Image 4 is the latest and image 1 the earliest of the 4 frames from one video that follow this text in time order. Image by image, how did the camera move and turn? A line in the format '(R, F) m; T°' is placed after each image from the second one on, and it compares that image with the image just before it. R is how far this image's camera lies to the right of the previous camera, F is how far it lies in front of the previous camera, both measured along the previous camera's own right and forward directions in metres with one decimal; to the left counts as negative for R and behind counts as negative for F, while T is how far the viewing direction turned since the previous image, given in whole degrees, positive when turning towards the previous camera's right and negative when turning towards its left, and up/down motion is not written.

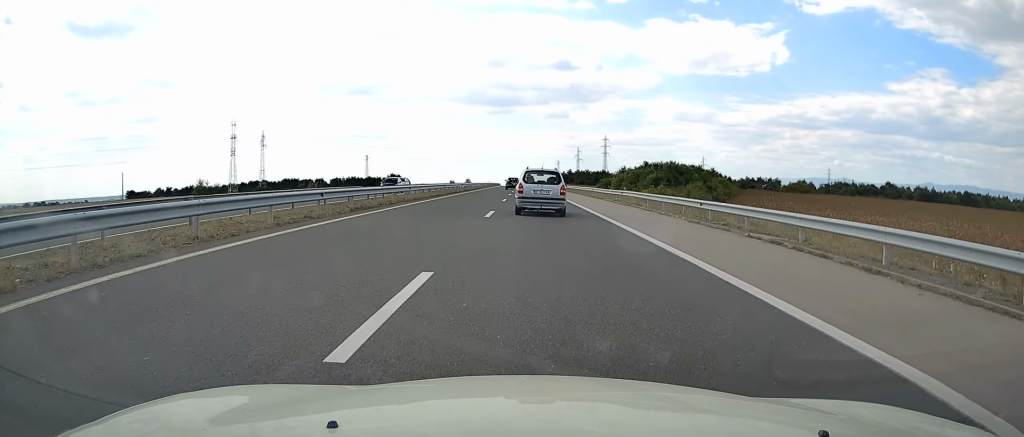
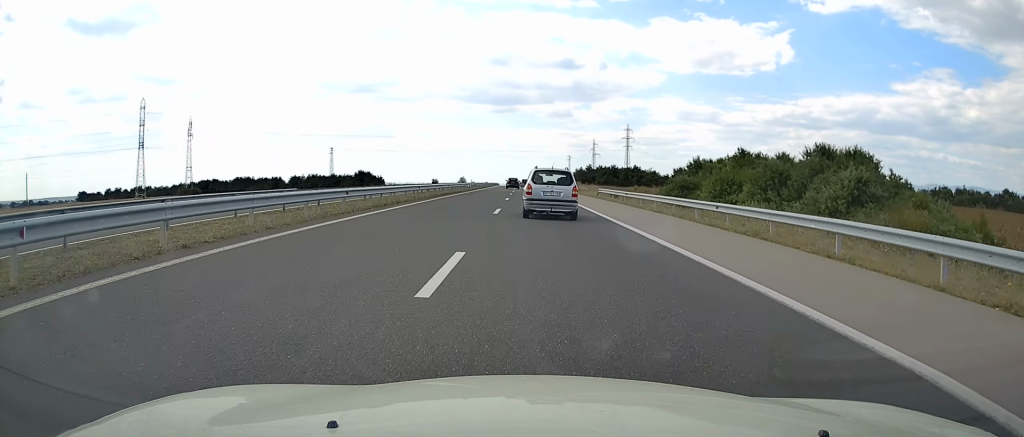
(-0.1, +61.3) m; 0°
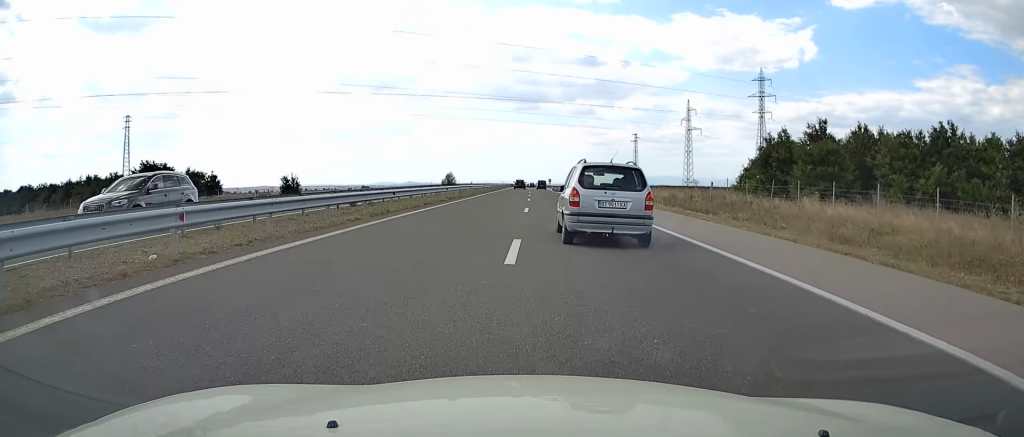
(-1.5, +140.2) m; -1°
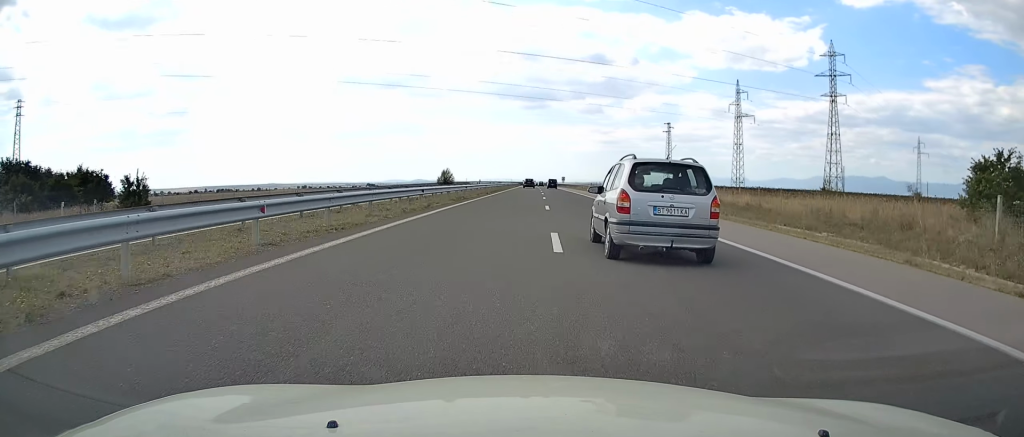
(-0.4, +30.2) m; -1°
